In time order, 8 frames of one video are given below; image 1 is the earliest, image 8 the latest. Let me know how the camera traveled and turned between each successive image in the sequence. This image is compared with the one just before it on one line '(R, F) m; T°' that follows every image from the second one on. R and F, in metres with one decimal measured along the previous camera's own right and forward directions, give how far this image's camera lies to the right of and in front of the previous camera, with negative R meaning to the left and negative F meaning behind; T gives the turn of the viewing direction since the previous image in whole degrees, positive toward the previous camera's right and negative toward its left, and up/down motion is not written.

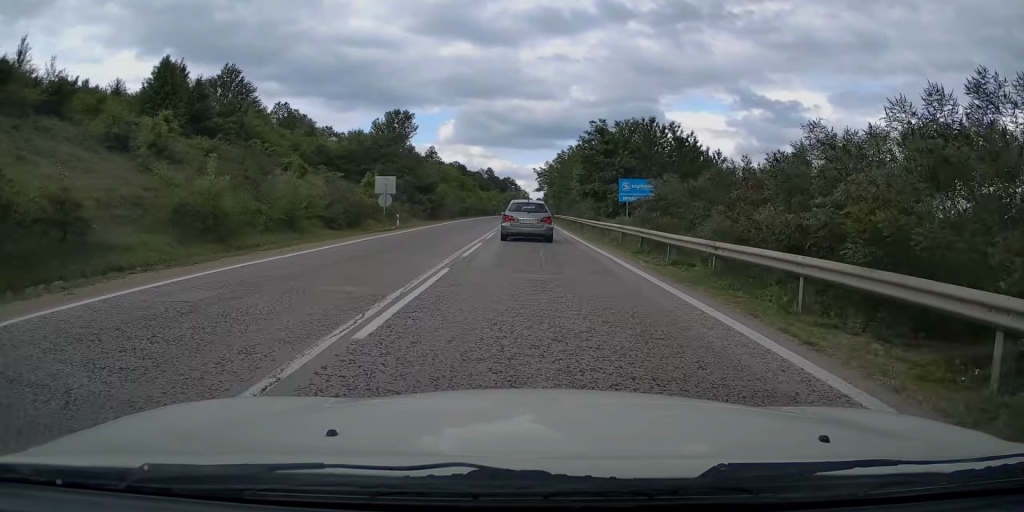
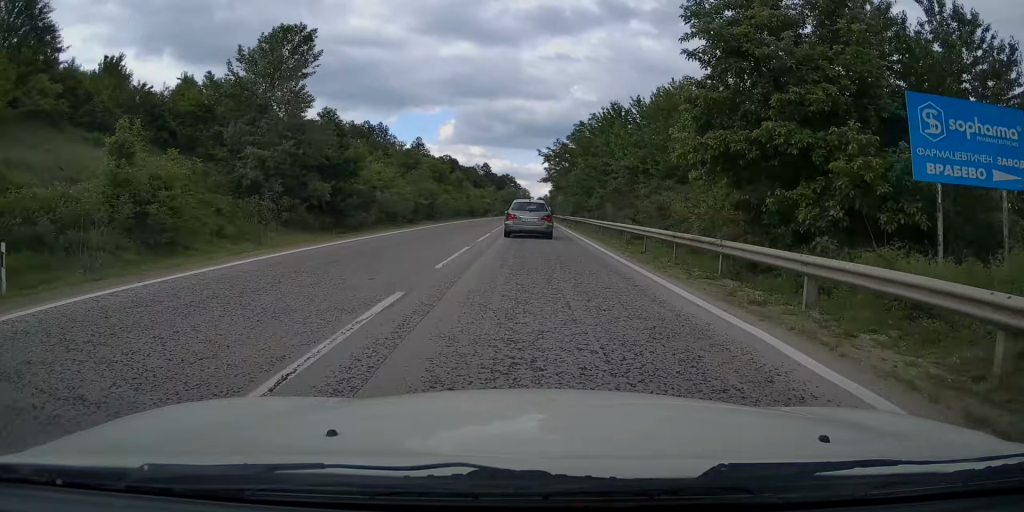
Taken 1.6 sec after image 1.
(+0.3, +30.2) m; 0°
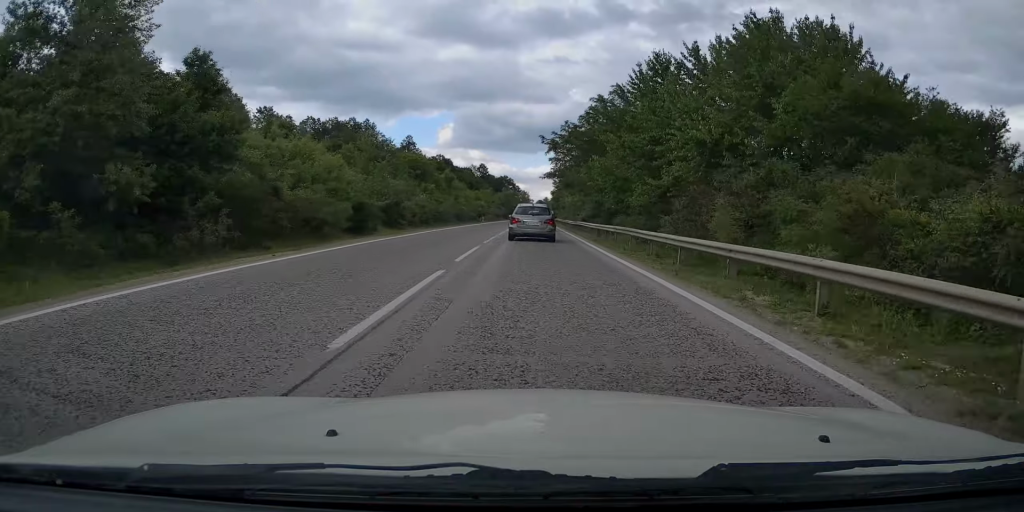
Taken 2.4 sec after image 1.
(-0.2, +15.3) m; 0°
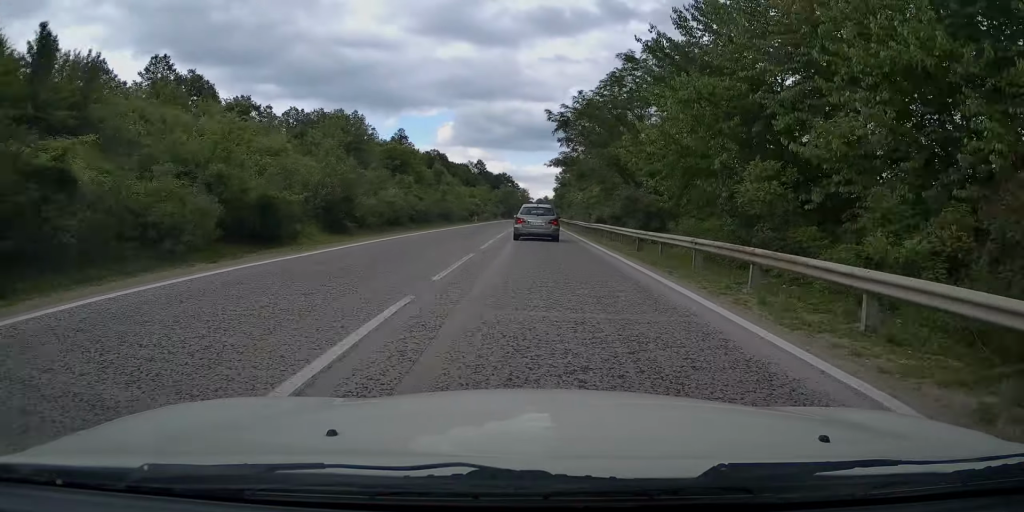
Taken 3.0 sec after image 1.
(0.0, +12.3) m; +1°
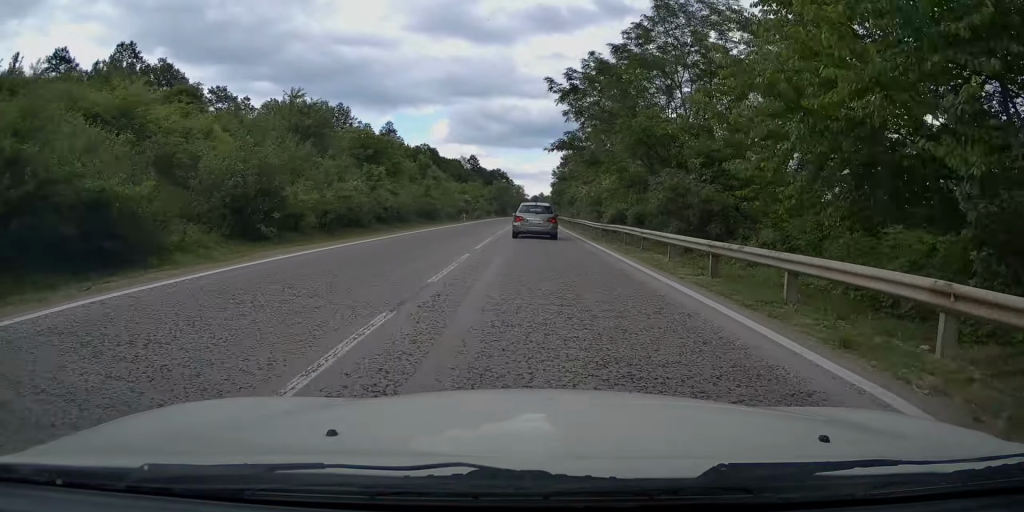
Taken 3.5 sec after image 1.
(+0.1, +9.1) m; 0°
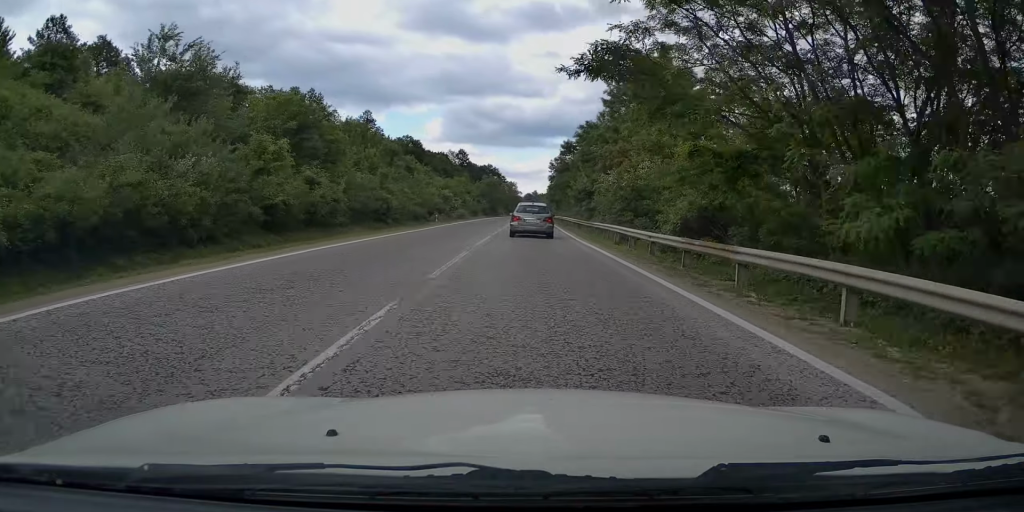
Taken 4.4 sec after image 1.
(+0.3, +17.1) m; 0°
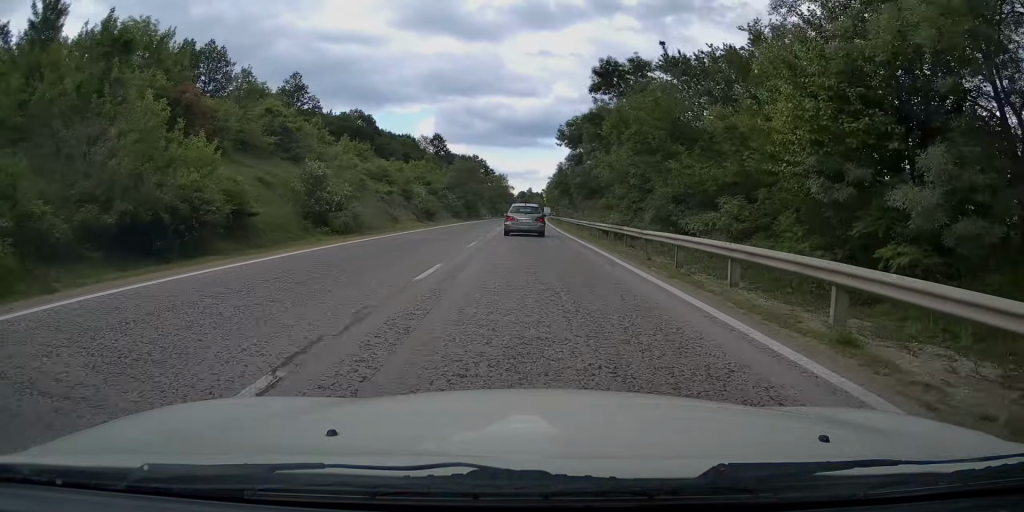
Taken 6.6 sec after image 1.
(+0.1, +45.4) m; 0°
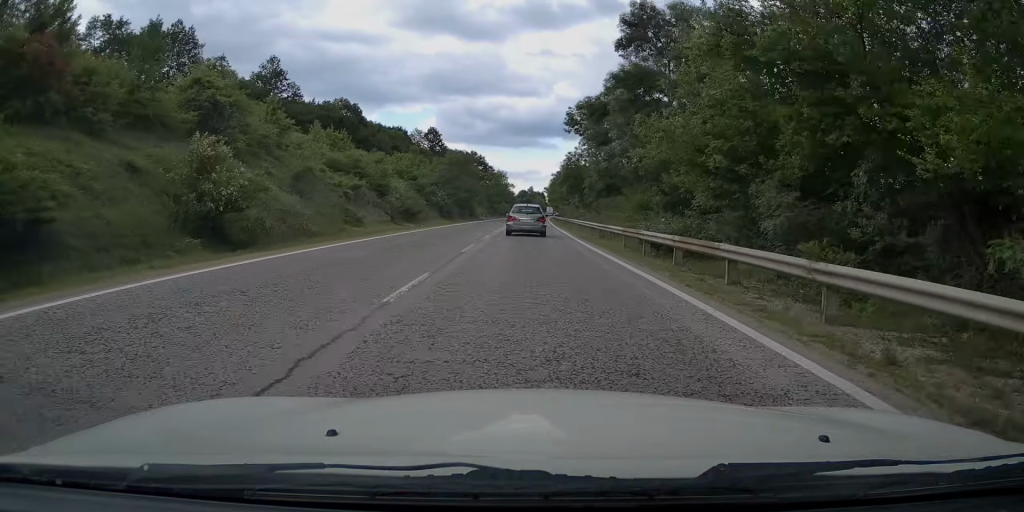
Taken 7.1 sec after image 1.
(-0.1, +11.1) m; 0°
